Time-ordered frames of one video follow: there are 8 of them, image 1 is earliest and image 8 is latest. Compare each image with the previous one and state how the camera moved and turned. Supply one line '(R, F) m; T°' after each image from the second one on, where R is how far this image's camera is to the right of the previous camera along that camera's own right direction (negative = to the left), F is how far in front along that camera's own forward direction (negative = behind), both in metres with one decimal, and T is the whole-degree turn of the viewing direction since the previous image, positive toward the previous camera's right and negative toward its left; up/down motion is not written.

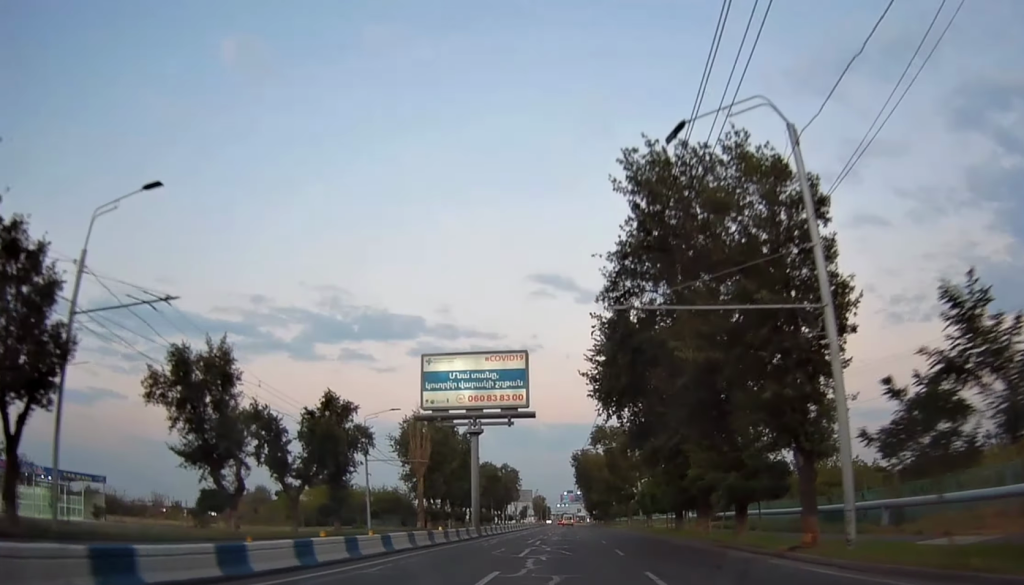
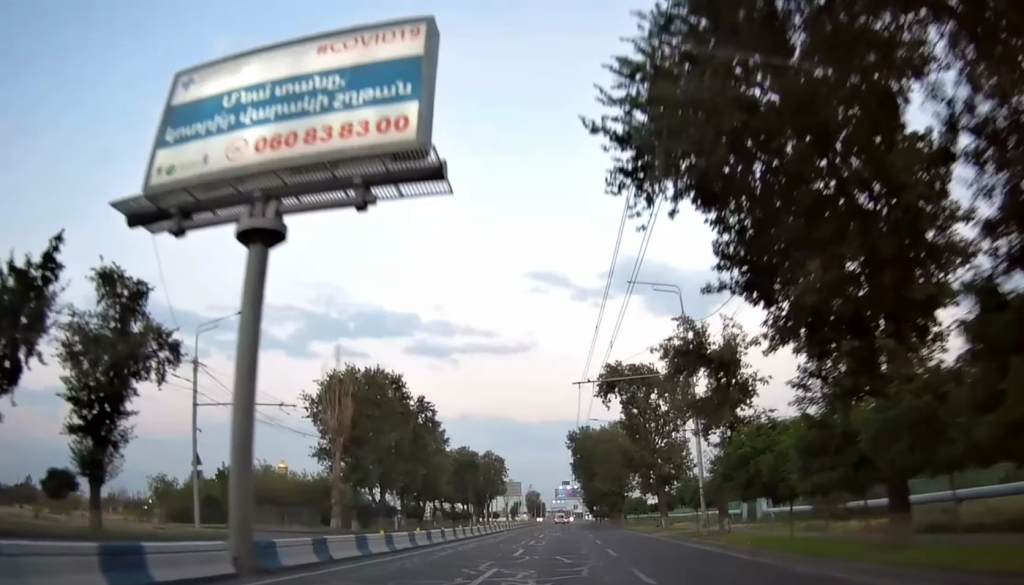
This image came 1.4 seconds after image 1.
(0.0, +28.4) m; 0°
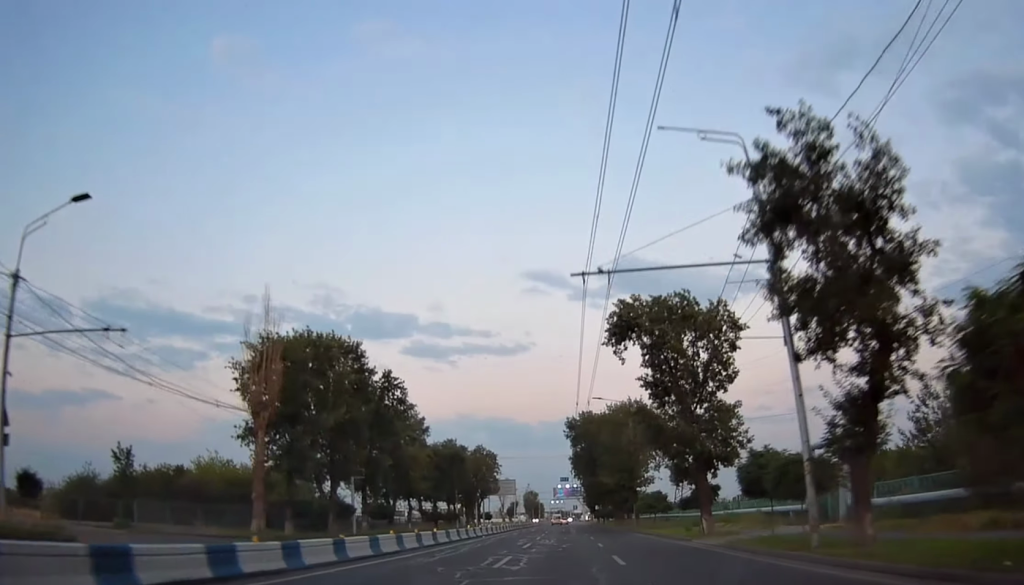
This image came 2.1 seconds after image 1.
(0.0, +13.7) m; 0°
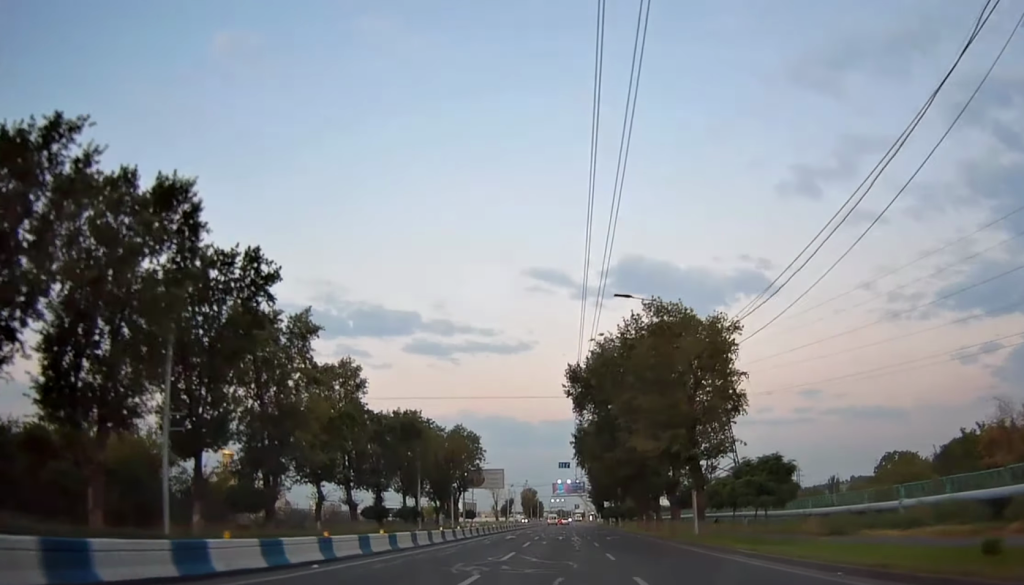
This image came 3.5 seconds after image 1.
(0.0, +28.1) m; -1°
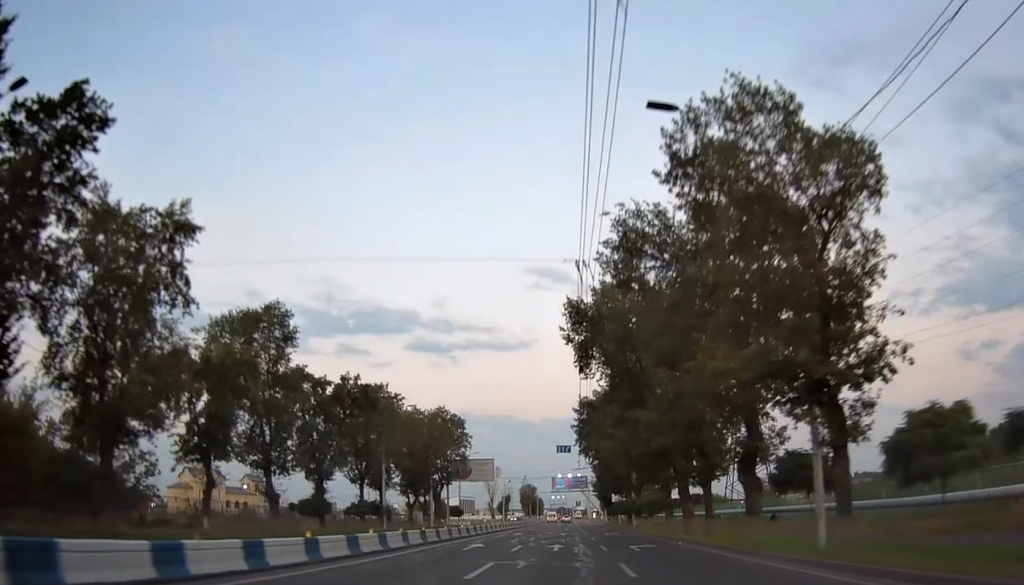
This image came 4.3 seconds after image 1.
(-0.3, +16.2) m; 0°
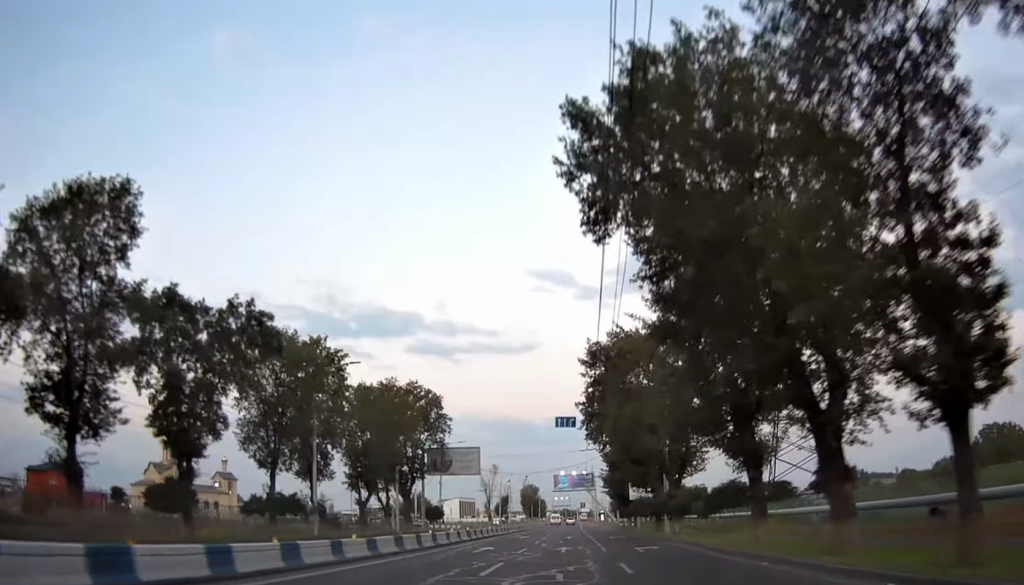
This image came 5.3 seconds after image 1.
(+0.1, +19.3) m; +1°
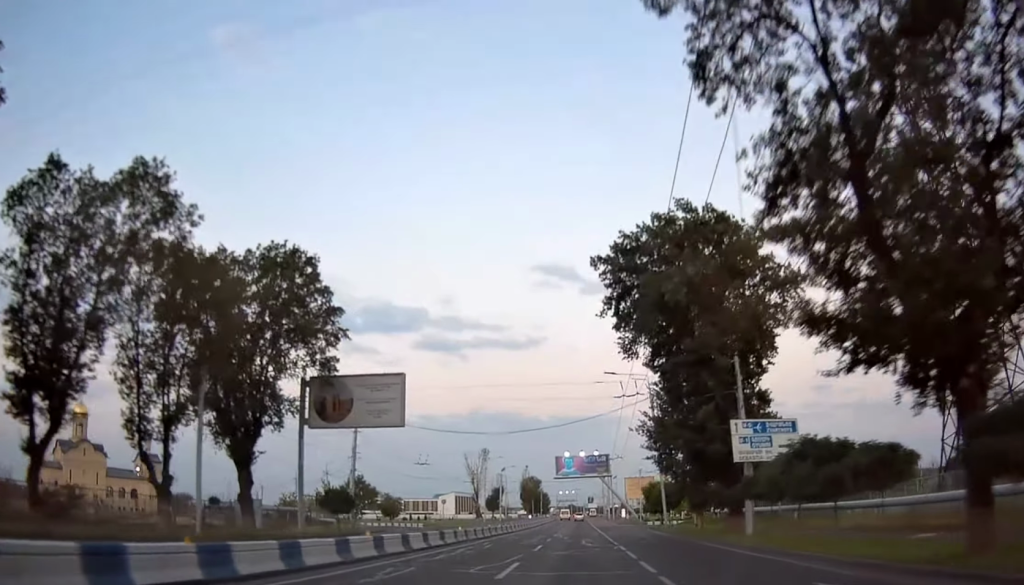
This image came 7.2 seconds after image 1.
(-0.1, +39.2) m; -1°
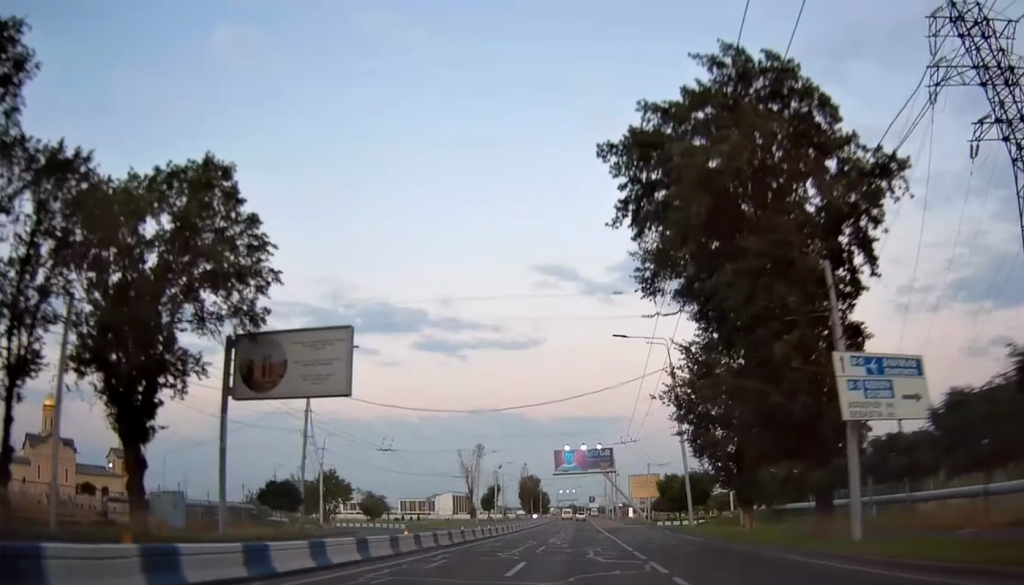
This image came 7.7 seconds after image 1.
(-0.3, +10.4) m; 0°
